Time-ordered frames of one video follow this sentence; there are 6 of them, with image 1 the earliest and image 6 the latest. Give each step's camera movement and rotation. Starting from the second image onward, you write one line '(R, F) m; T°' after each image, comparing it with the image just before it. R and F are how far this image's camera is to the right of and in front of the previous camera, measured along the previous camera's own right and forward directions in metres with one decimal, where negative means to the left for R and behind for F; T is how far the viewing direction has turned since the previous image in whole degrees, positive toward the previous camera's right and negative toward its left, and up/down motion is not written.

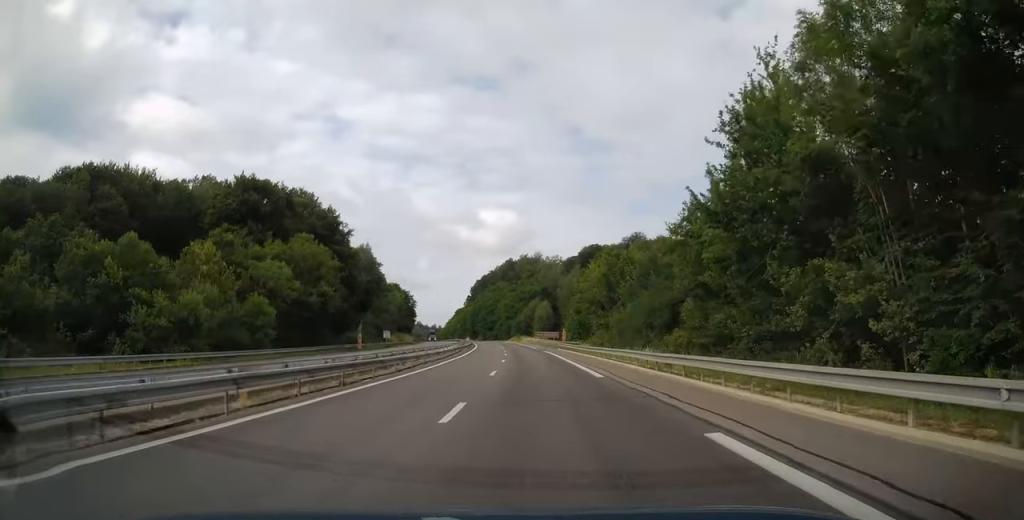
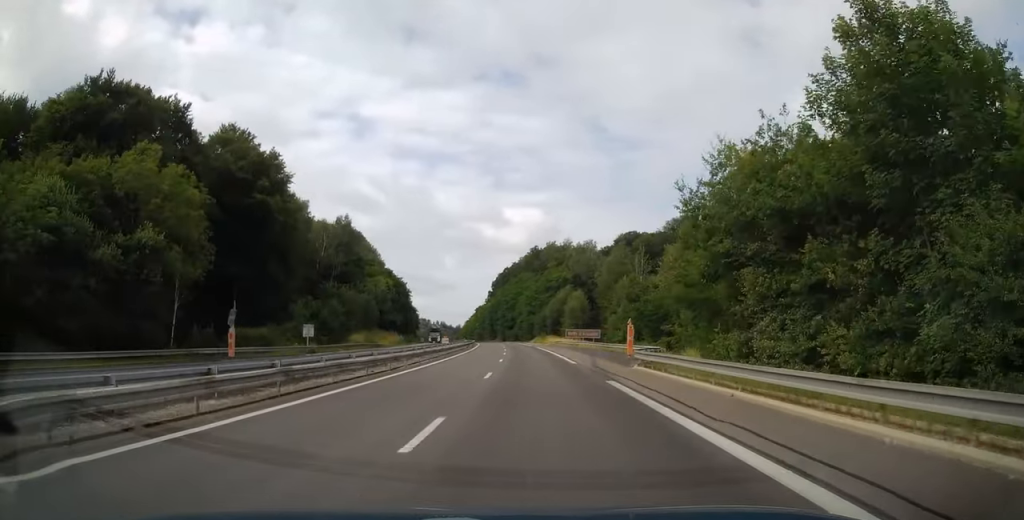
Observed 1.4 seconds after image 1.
(-1.1, +41.1) m; -2°
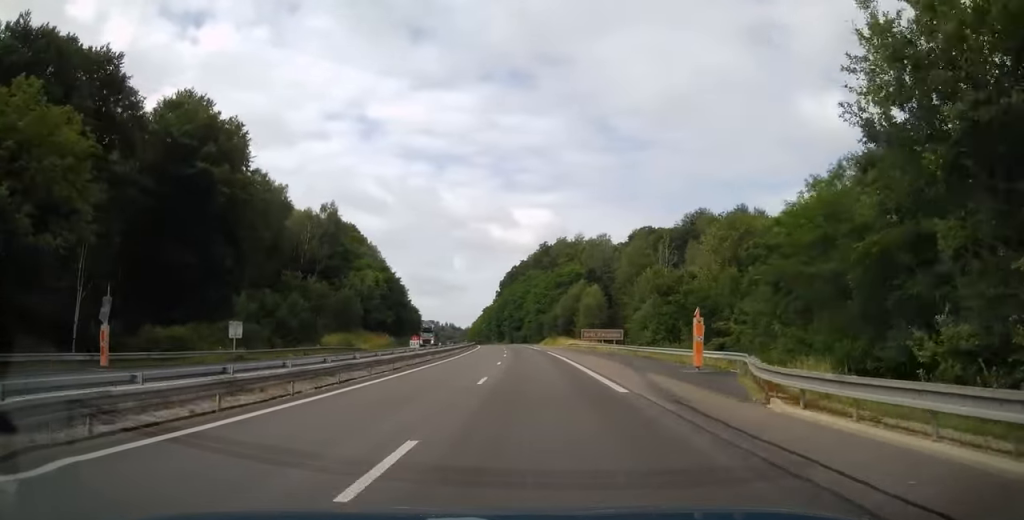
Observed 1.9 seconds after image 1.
(-0.1, +15.2) m; -1°
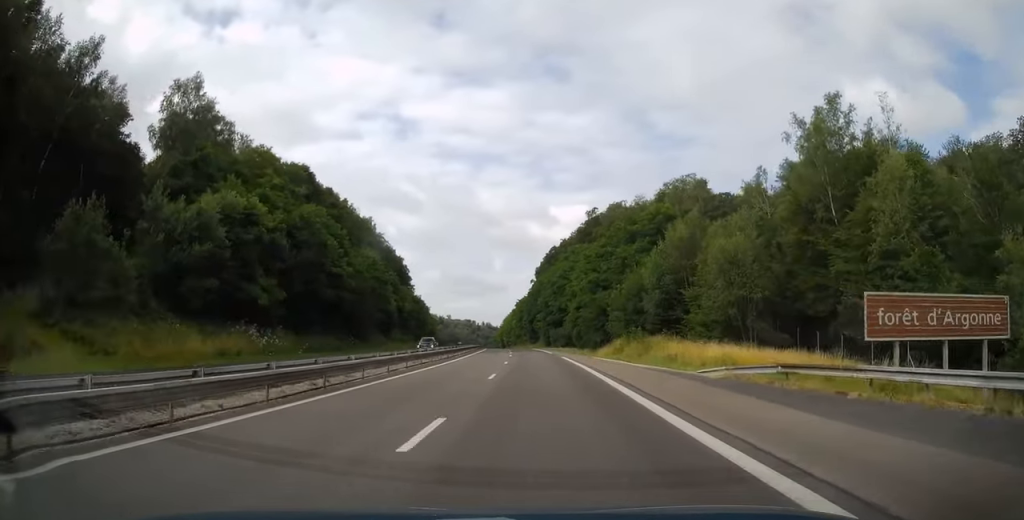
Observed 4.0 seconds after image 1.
(-1.7, +62.1) m; -4°
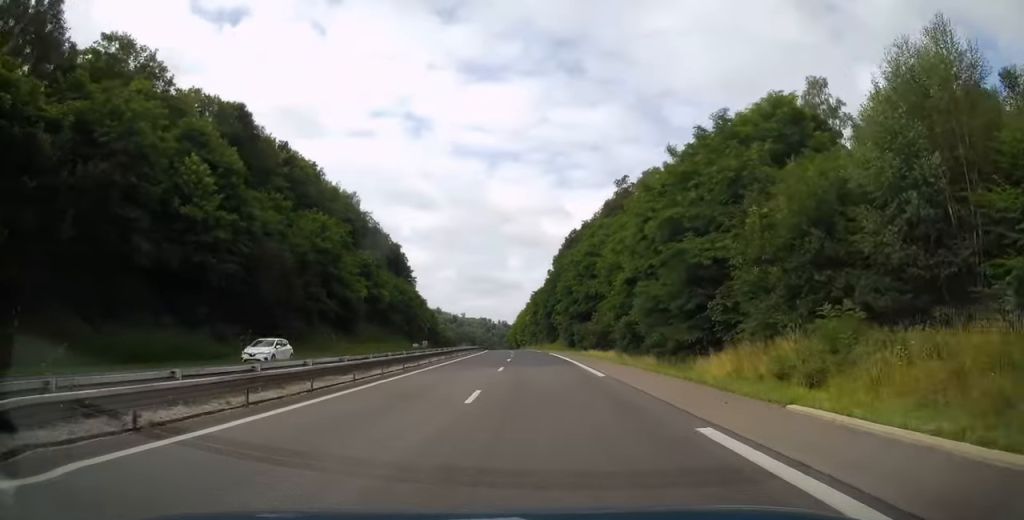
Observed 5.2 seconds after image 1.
(-0.6, +33.4) m; -1°
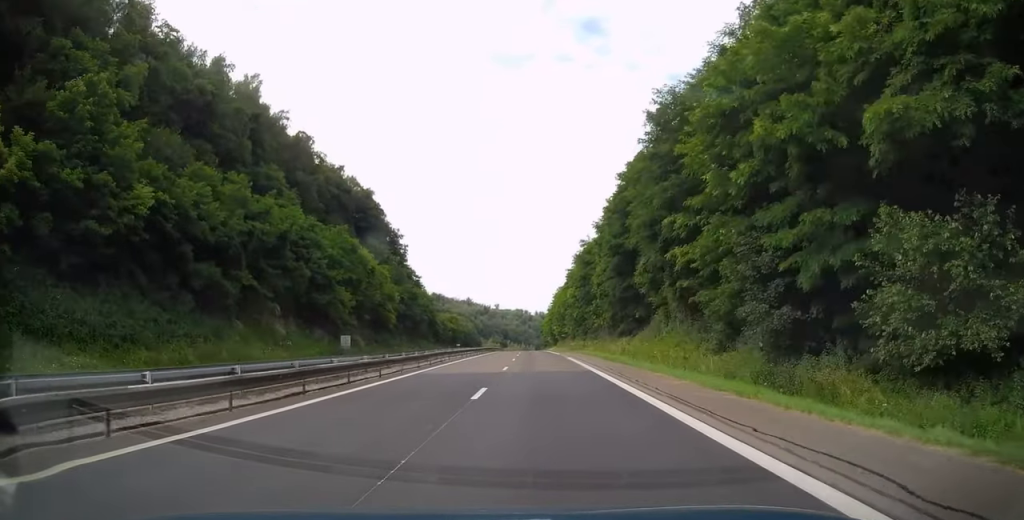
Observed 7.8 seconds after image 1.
(-2.1, +77.3) m; -3°
